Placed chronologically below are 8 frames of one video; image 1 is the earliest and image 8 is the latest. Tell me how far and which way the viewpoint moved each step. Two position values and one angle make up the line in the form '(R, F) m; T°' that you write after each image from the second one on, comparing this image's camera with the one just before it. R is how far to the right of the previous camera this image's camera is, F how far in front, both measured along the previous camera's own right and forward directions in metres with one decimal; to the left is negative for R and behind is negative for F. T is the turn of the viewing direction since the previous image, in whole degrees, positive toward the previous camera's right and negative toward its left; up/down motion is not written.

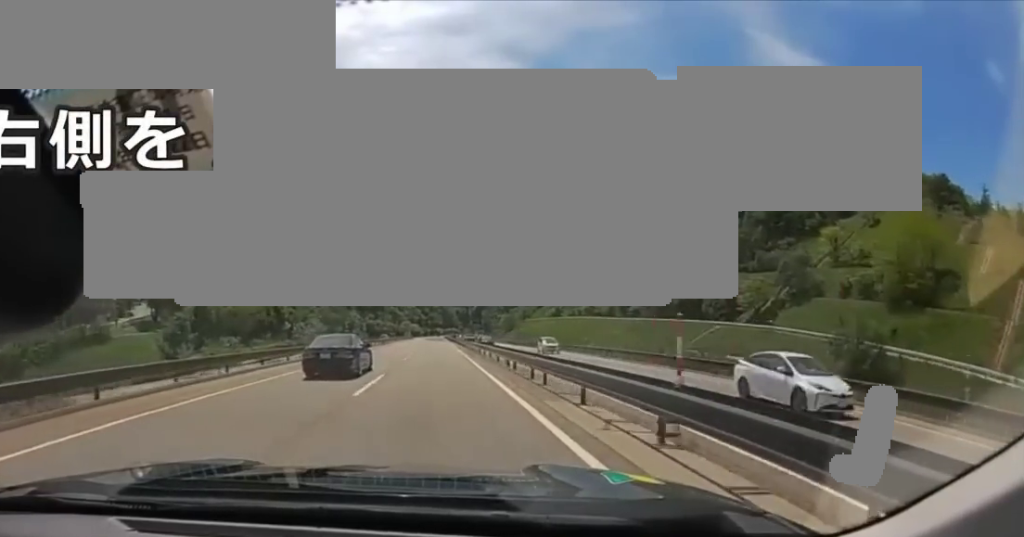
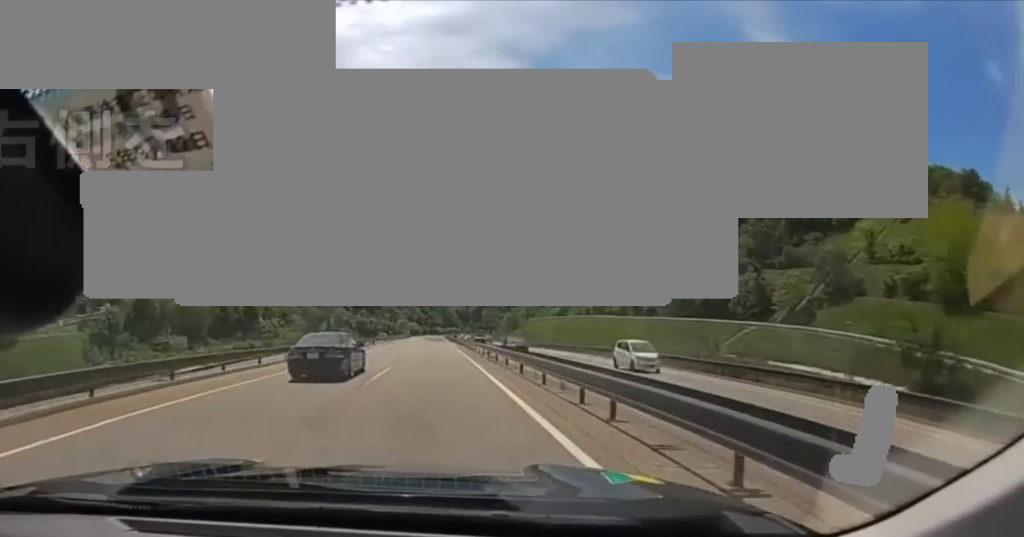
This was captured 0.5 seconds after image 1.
(0.0, +11.7) m; 0°
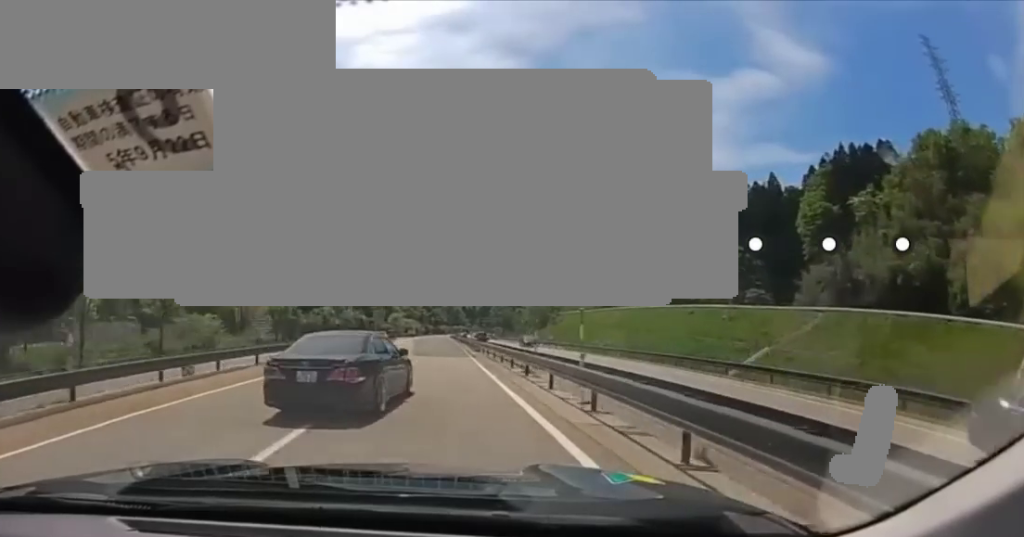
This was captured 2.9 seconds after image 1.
(+0.4, +55.7) m; 0°
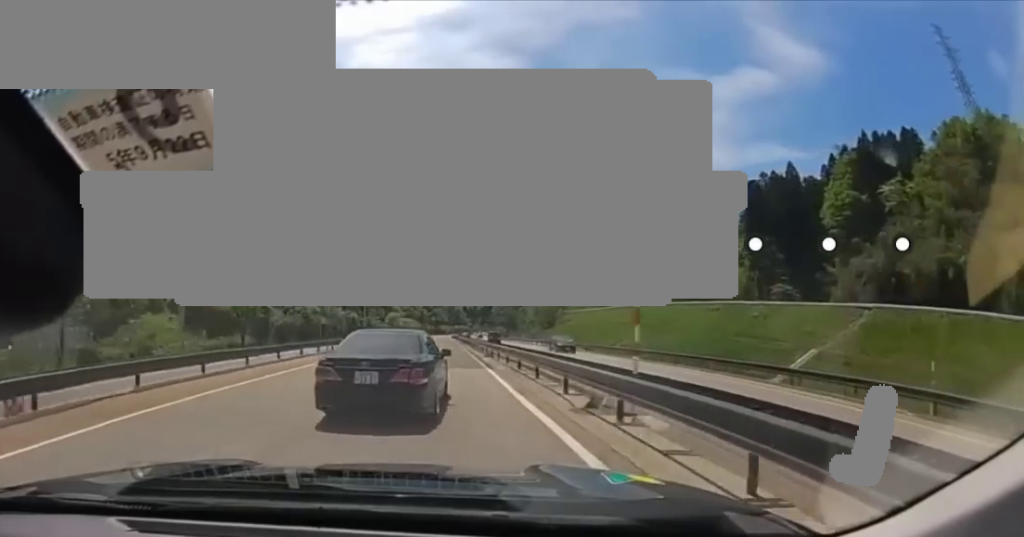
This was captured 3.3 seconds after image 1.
(0.0, +9.4) m; 0°
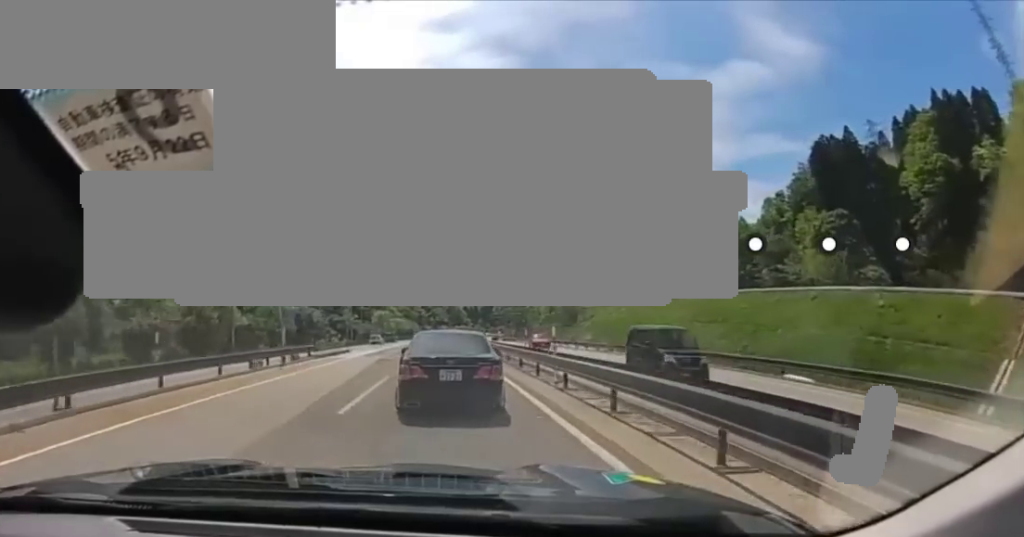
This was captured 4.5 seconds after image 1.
(0.0, +27.8) m; -1°
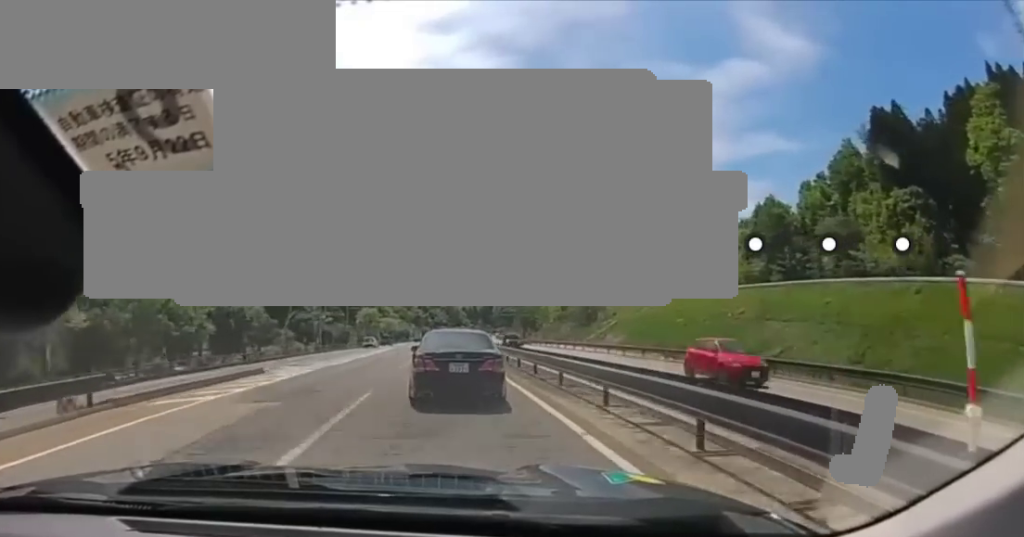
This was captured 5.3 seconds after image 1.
(-0.4, +19.1) m; 0°
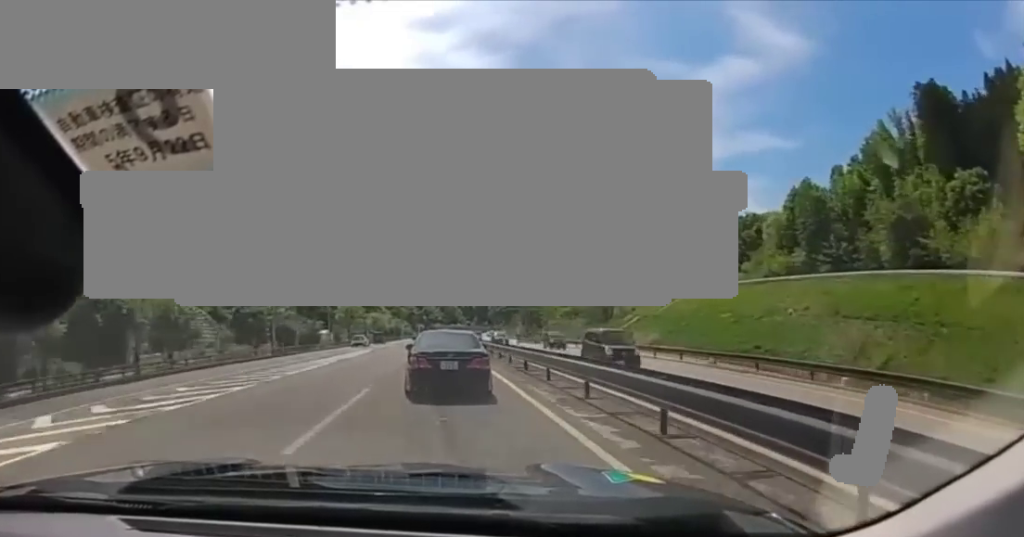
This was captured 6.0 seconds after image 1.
(-0.2, +15.9) m; +1°
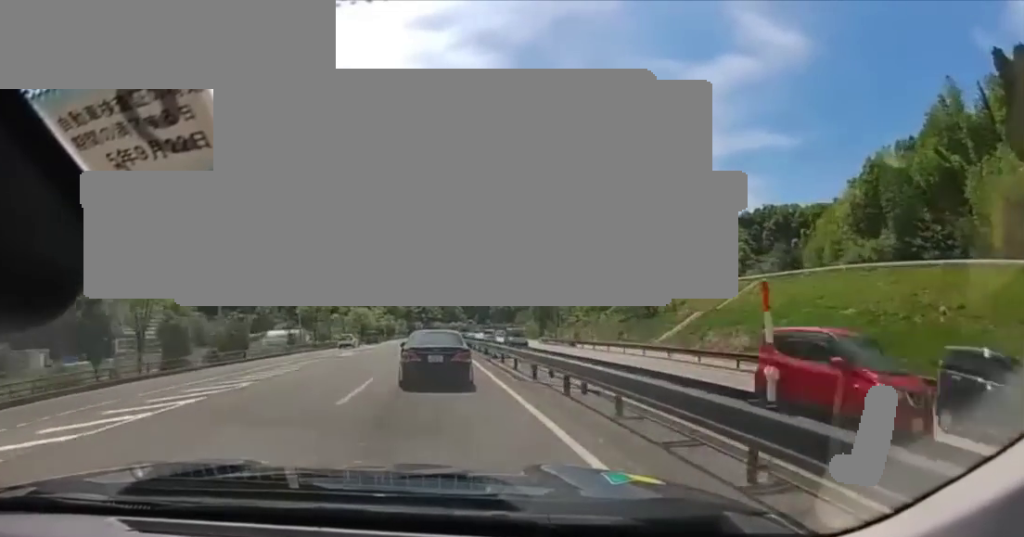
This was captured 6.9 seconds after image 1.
(+0.7, +23.0) m; +2°
